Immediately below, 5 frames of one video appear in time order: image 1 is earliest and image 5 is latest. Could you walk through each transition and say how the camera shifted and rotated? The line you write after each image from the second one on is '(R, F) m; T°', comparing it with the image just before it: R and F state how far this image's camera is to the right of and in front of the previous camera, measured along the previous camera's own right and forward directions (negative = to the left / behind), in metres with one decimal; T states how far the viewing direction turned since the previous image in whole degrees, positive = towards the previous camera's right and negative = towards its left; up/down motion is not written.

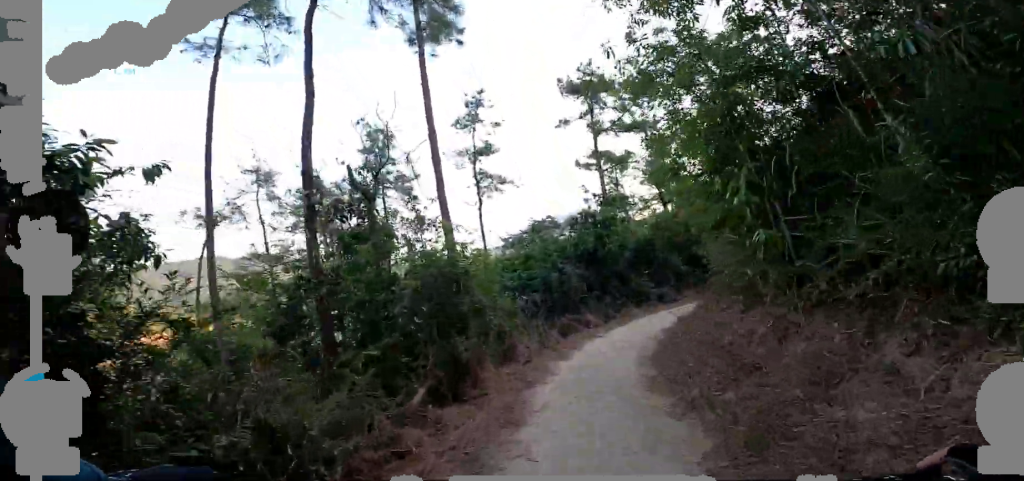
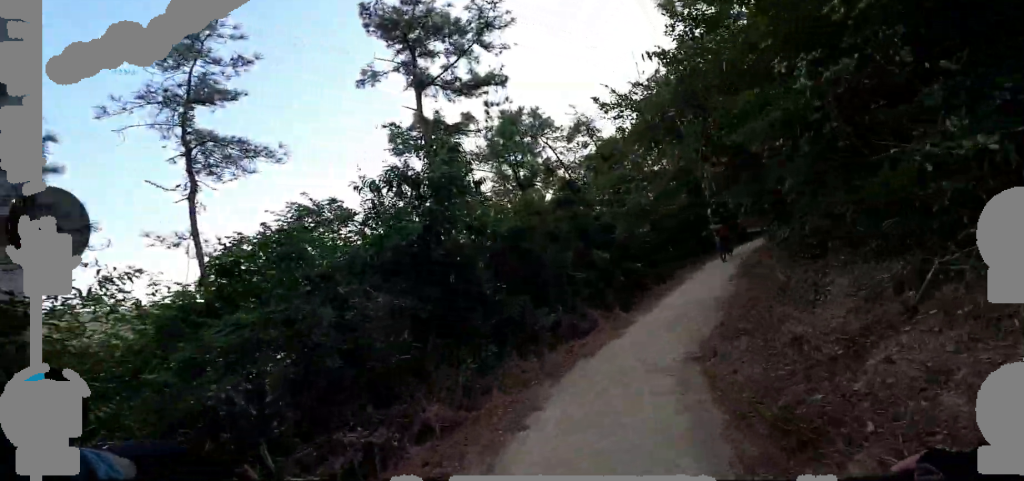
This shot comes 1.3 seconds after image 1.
(-0.1, +3.9) m; +30°
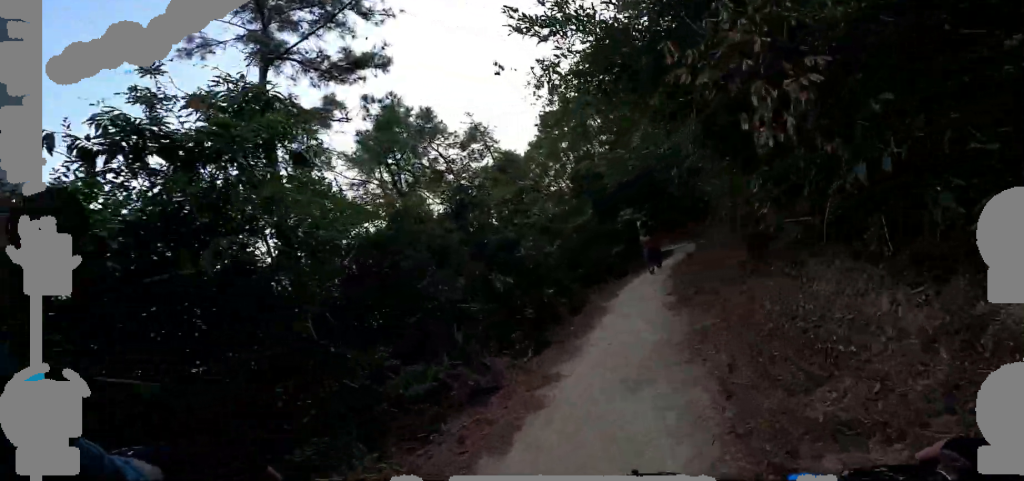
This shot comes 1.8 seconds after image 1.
(+1.1, +1.8) m; +6°
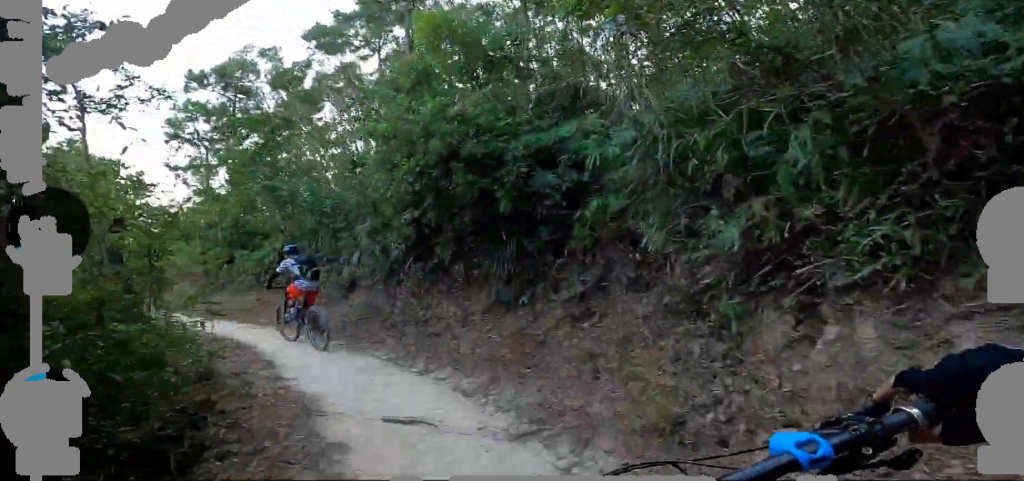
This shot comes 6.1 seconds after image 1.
(+2.7, +17.2) m; +29°
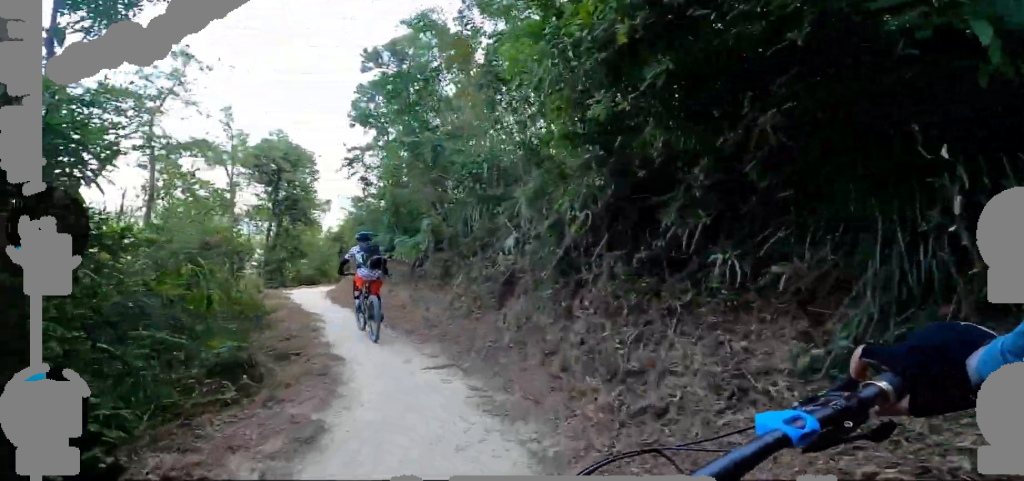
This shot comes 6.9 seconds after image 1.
(0.0, +3.4) m; -33°
